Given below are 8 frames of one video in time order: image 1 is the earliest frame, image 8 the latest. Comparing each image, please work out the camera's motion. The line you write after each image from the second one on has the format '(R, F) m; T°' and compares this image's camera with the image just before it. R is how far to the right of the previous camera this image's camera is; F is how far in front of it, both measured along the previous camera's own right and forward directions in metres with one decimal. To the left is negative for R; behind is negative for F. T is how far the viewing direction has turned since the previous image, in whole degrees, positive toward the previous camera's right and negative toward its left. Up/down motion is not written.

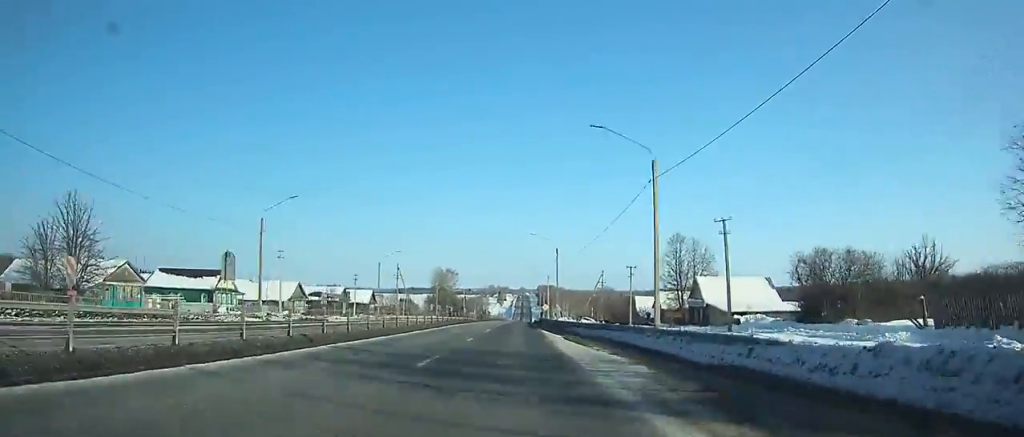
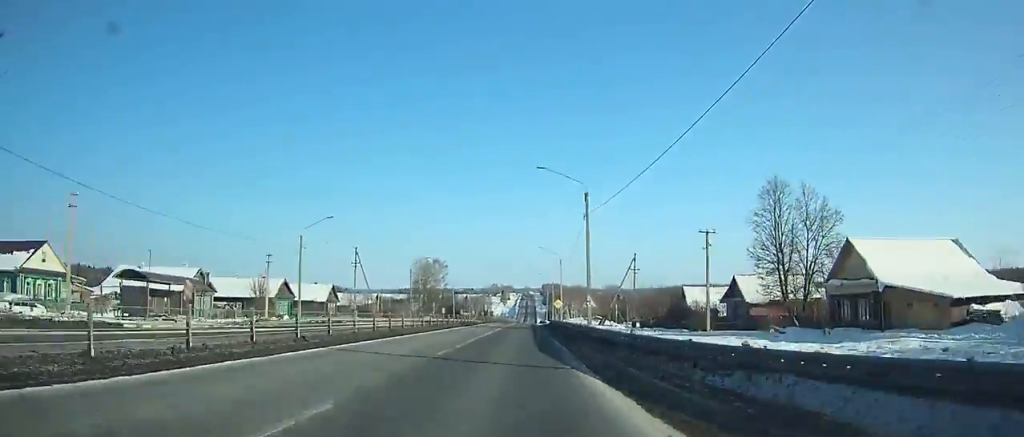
(-0.2, +32.6) m; 0°
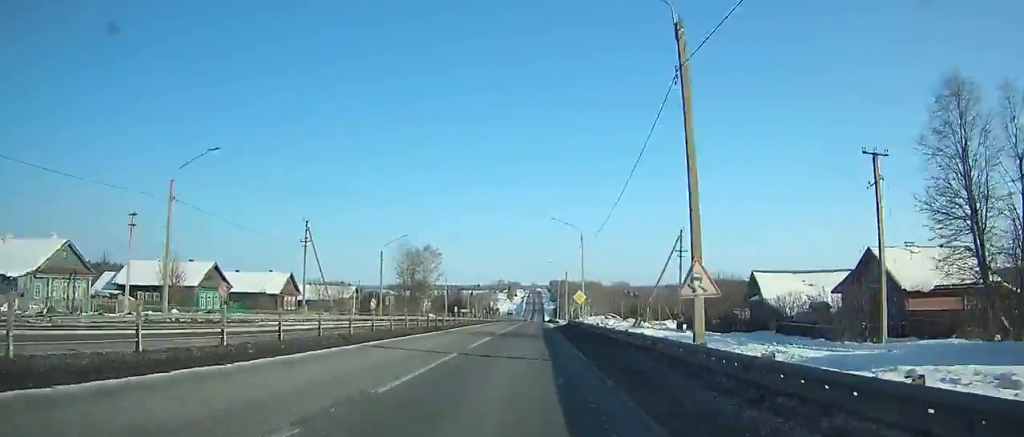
(-0.1, +23.3) m; 0°
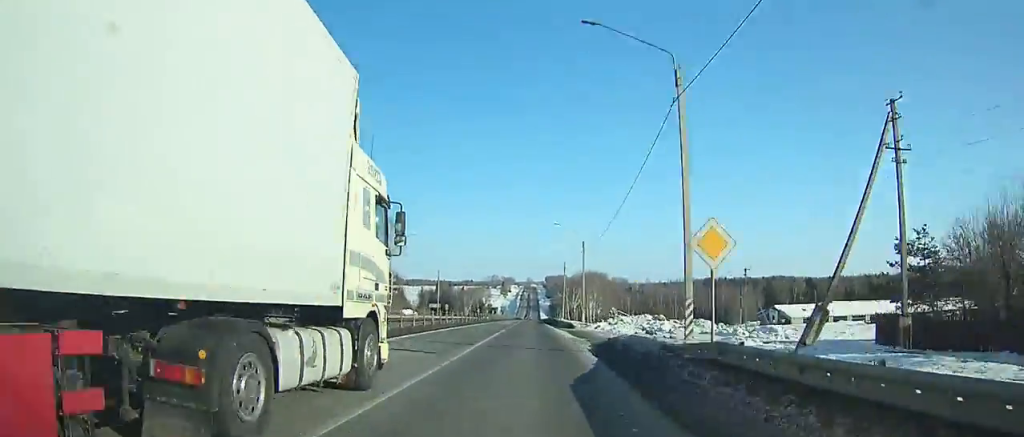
(-0.1, +41.8) m; 0°
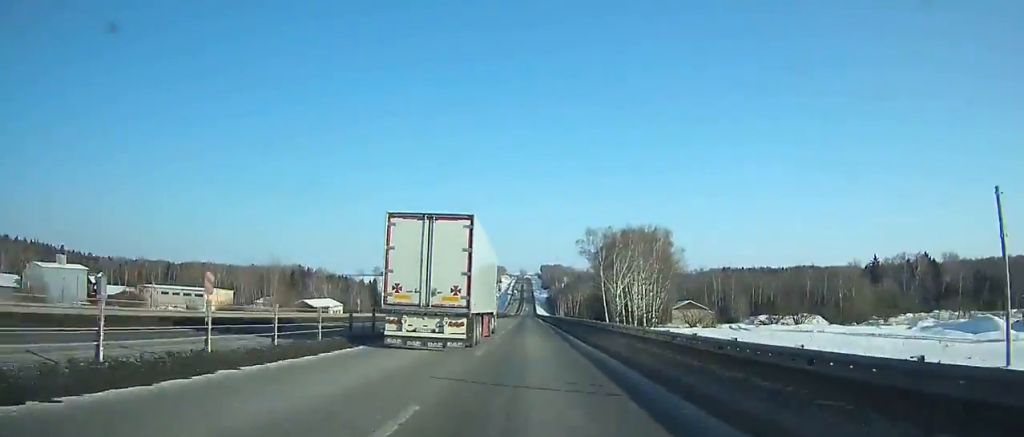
(+0.5, +105.9) m; 0°
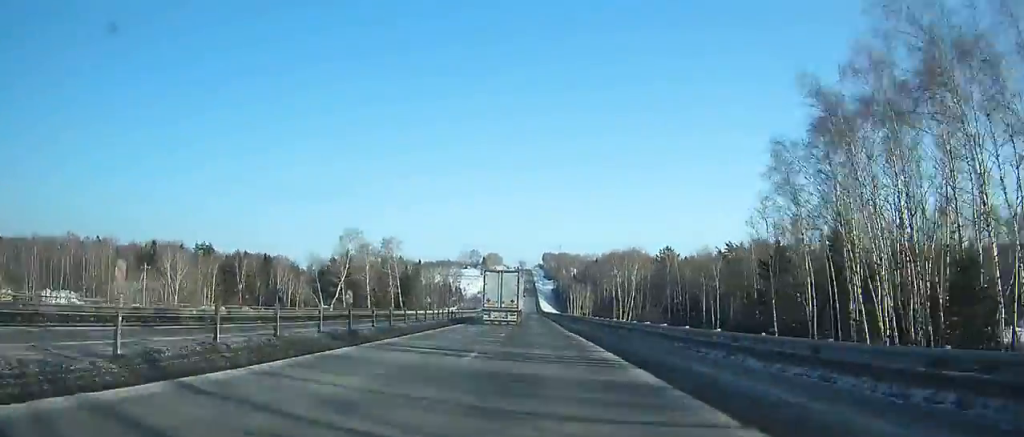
(+0.1, +124.6) m; 0°
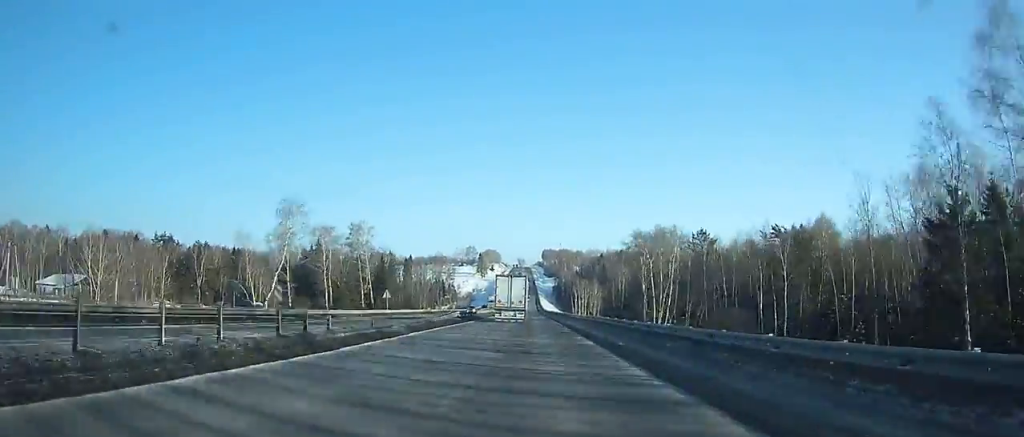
(0.0, +31.8) m; 0°
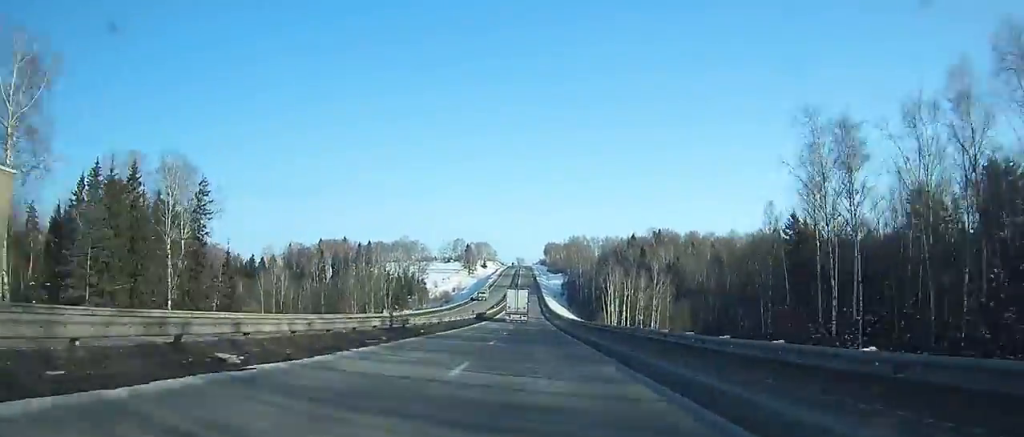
(+0.1, +107.4) m; 0°
